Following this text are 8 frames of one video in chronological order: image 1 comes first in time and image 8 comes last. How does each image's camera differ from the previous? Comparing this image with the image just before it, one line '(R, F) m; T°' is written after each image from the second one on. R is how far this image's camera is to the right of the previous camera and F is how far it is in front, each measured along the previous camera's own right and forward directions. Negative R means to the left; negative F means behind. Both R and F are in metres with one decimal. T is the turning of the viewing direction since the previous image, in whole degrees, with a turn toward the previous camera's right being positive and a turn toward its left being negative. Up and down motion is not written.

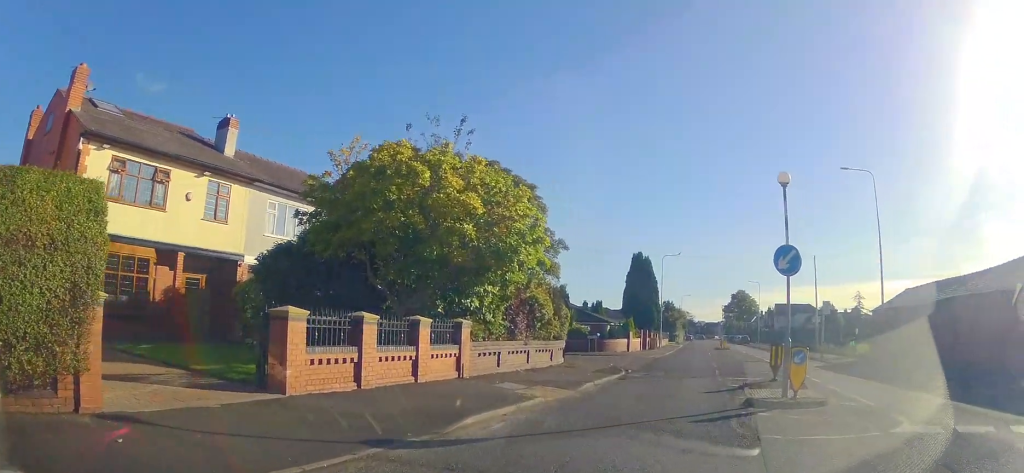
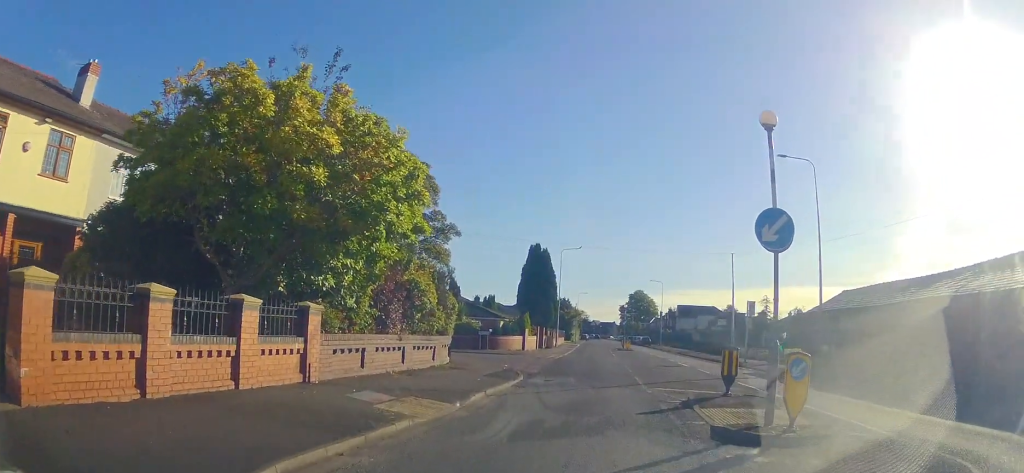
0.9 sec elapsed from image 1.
(+0.4, +3.5) m; +8°
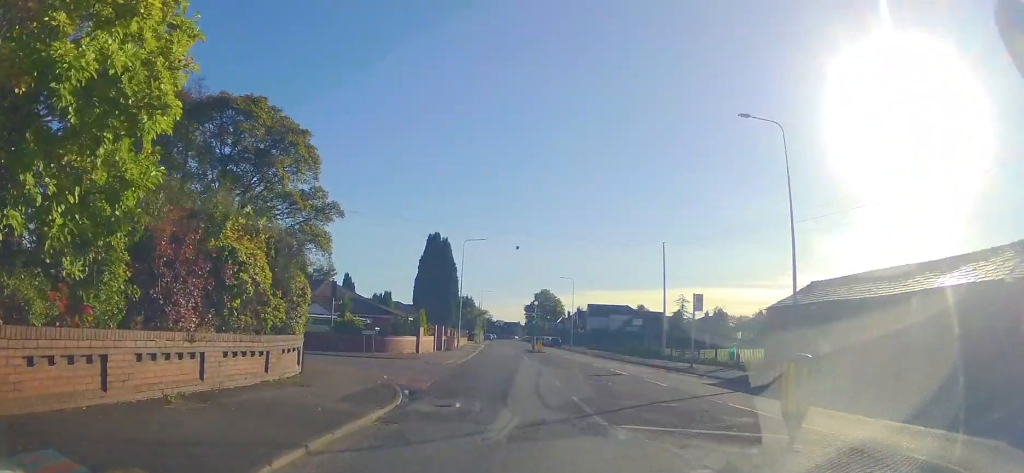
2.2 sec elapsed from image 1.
(+0.2, +6.0) m; +8°
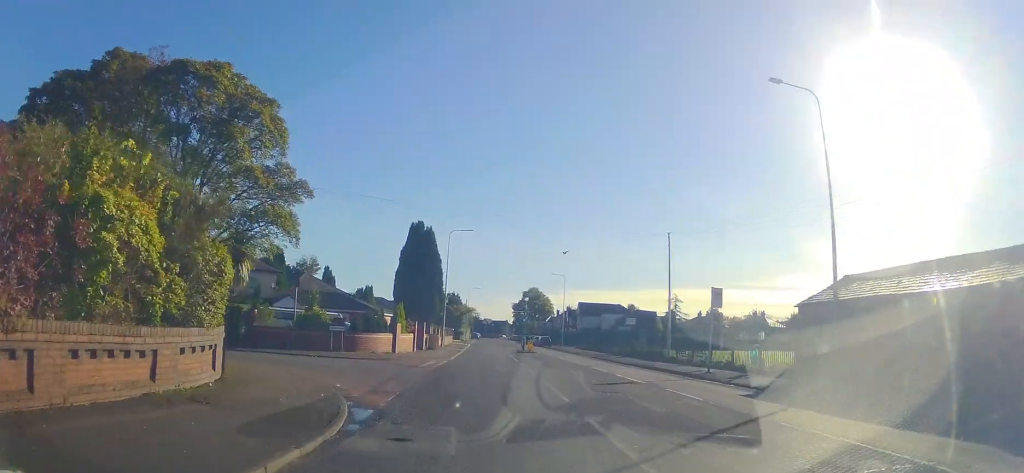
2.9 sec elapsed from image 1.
(+0.4, +3.7) m; +3°
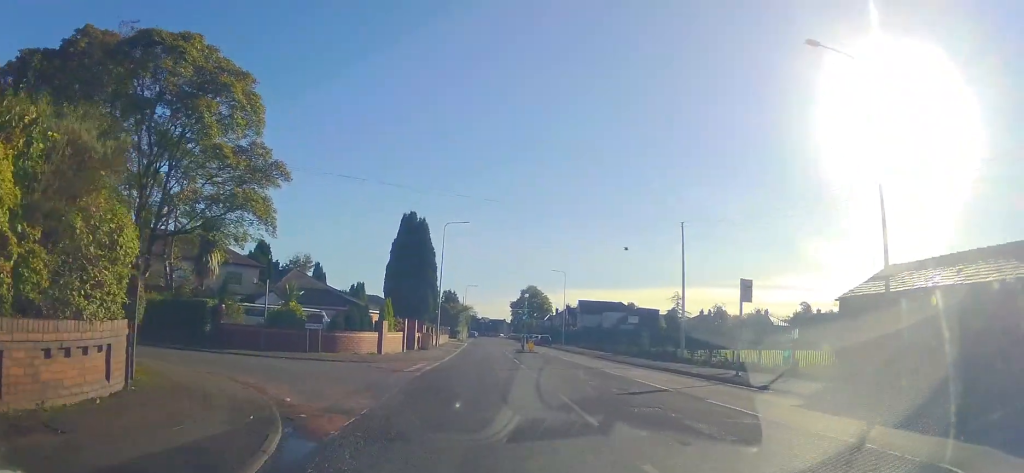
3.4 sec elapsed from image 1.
(+0.1, +2.9) m; 0°
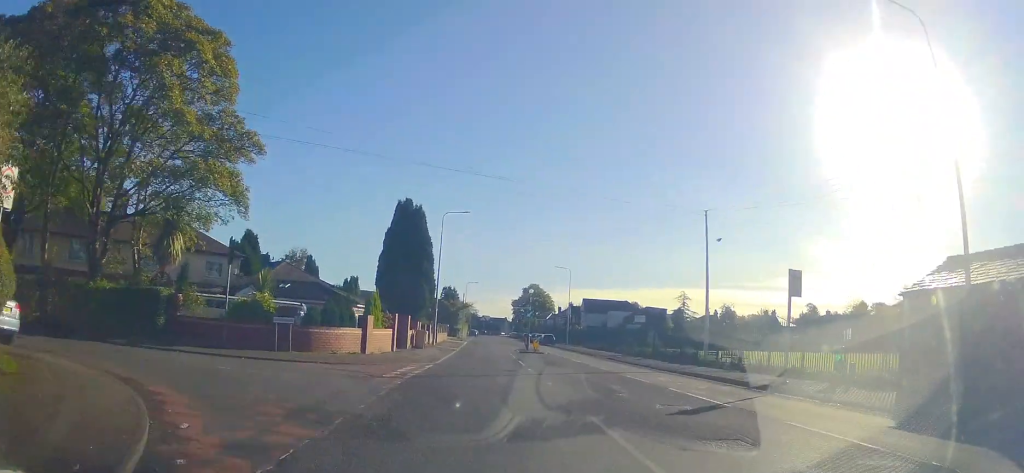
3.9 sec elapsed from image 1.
(0.0, +3.4) m; -3°
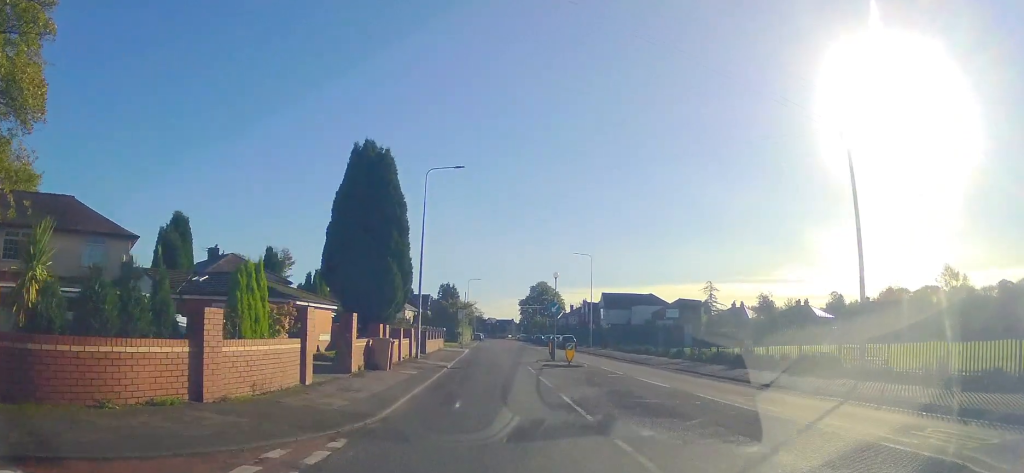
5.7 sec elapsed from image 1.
(-0.5, +12.6) m; 0°
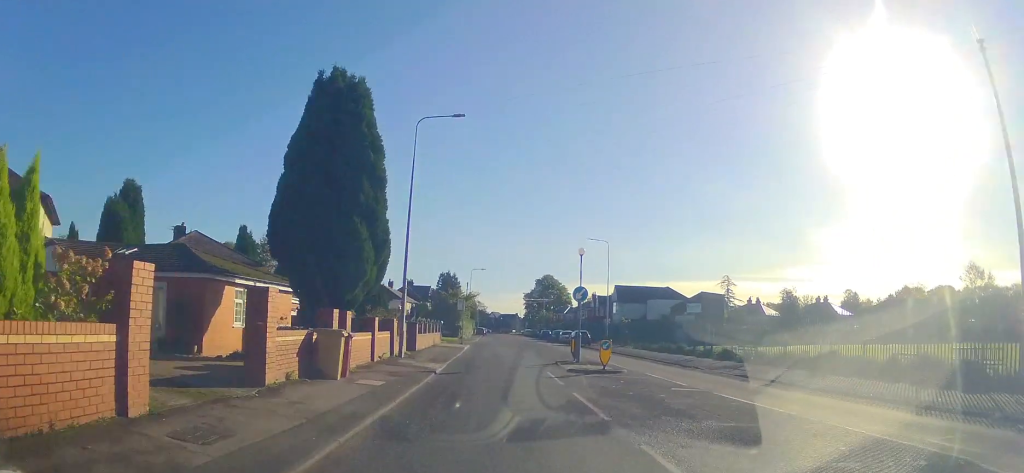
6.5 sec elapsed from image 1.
(+0.2, +6.5) m; 0°
